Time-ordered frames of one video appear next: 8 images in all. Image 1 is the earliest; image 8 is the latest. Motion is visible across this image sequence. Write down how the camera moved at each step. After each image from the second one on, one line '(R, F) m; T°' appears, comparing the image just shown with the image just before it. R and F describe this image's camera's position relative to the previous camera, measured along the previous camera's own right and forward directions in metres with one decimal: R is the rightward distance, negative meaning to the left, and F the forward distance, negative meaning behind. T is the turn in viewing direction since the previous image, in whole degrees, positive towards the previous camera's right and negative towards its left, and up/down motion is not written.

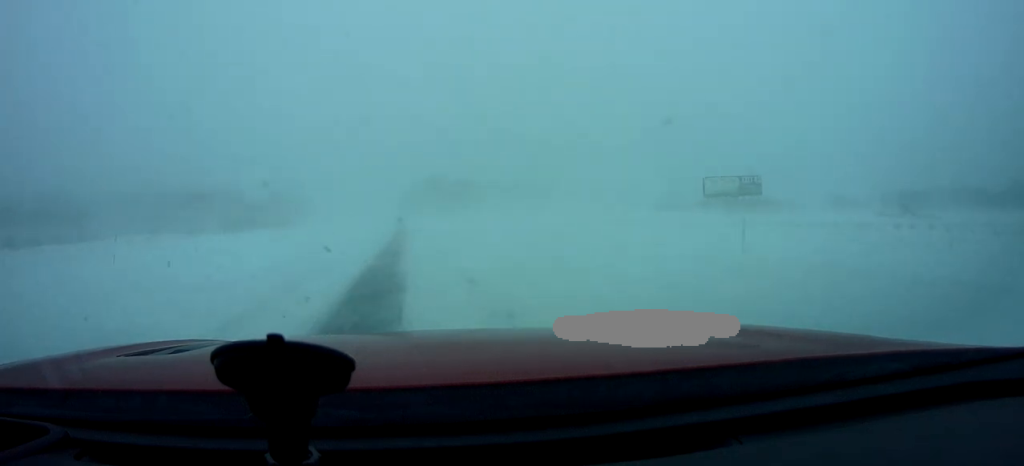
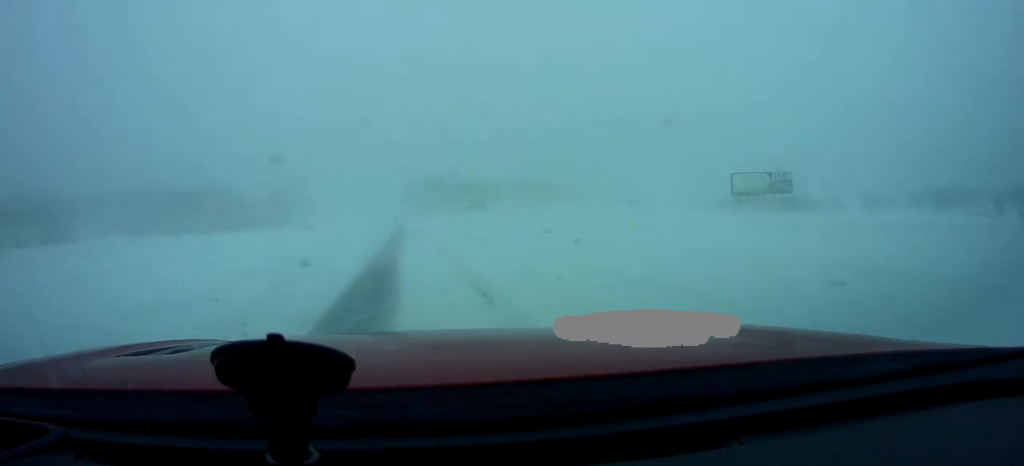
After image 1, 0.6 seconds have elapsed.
(+0.2, +10.2) m; +1°
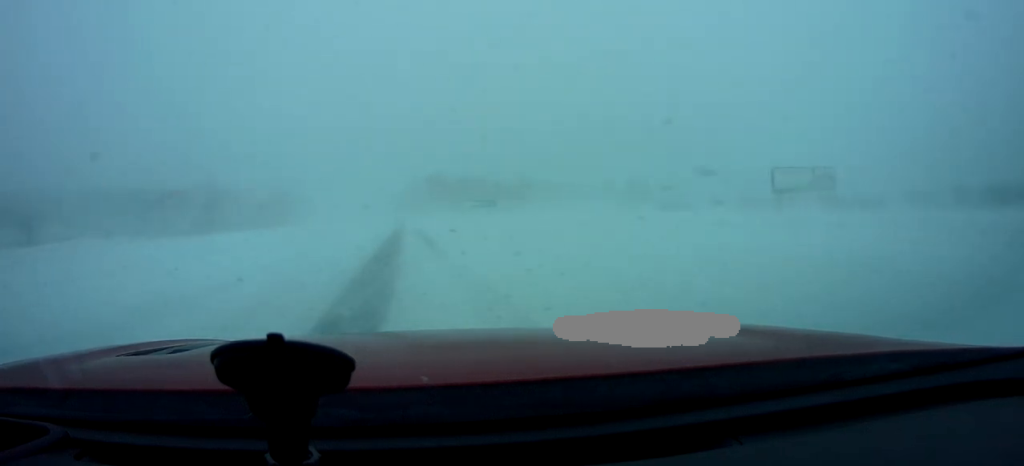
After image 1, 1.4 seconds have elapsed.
(+0.2, +11.7) m; 0°
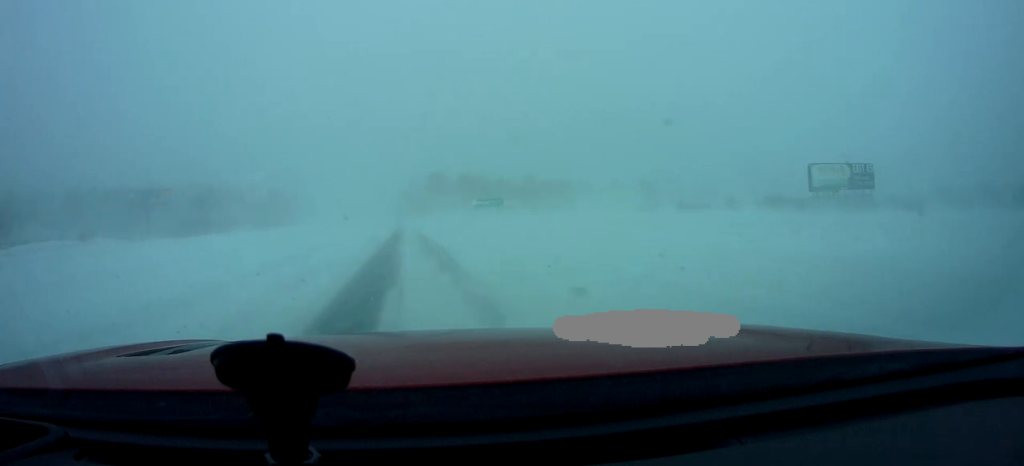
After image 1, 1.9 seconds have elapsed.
(0.0, +8.9) m; -1°
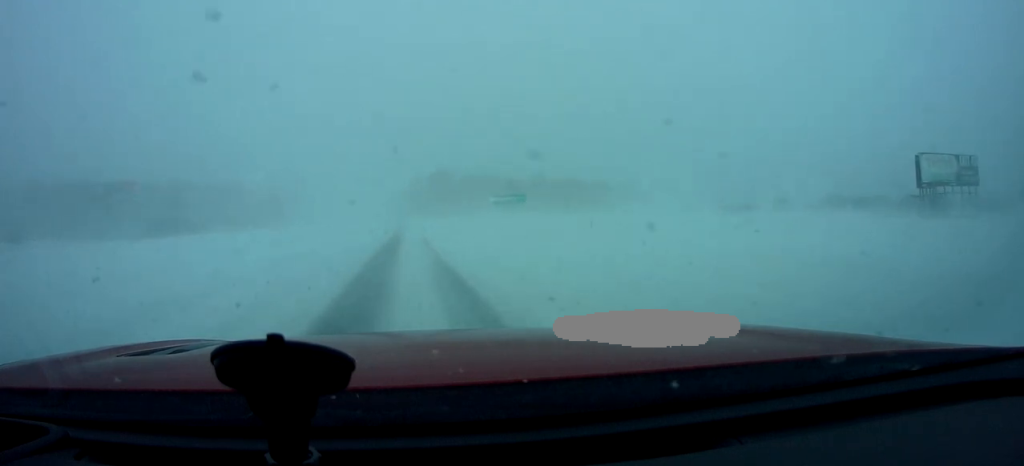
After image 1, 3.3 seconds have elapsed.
(-0.5, +20.7) m; -1°
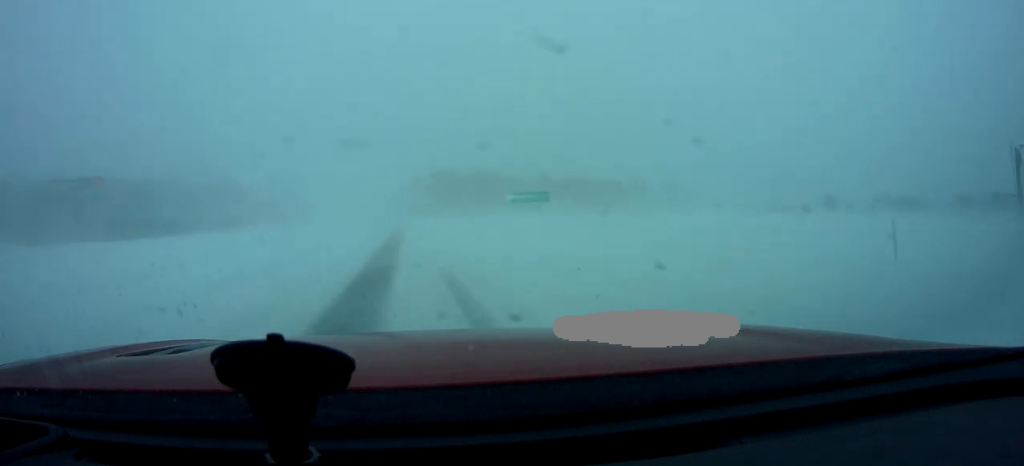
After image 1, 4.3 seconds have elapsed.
(+0.3, +14.8) m; -1°
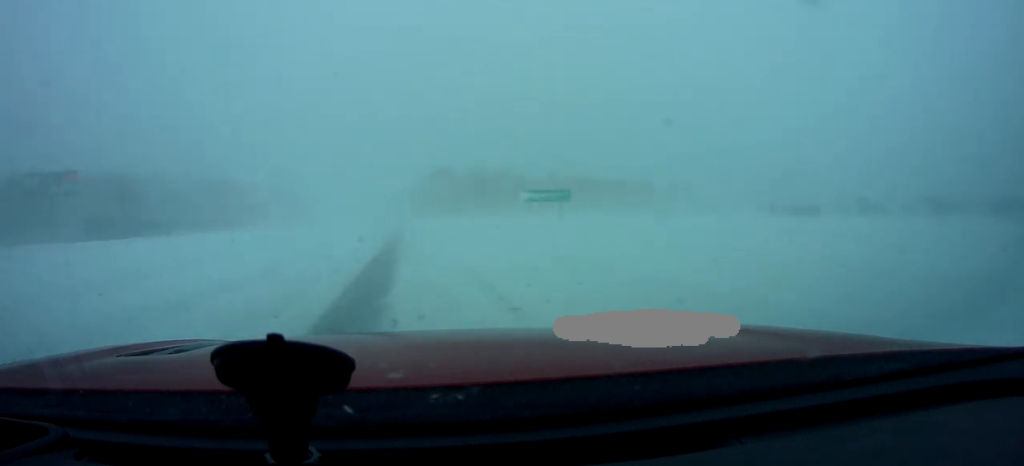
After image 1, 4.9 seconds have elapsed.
(-0.4, +9.6) m; 0°
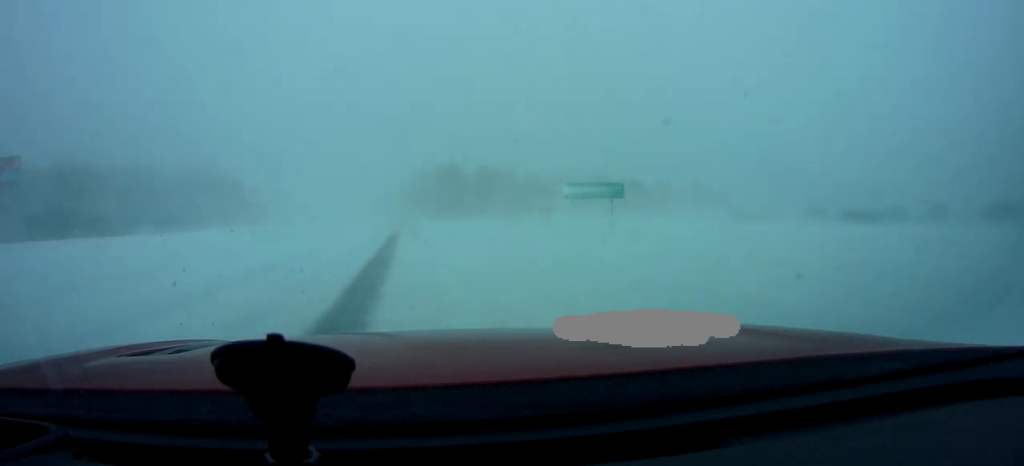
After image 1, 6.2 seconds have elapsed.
(+0.4, +18.0) m; 0°
